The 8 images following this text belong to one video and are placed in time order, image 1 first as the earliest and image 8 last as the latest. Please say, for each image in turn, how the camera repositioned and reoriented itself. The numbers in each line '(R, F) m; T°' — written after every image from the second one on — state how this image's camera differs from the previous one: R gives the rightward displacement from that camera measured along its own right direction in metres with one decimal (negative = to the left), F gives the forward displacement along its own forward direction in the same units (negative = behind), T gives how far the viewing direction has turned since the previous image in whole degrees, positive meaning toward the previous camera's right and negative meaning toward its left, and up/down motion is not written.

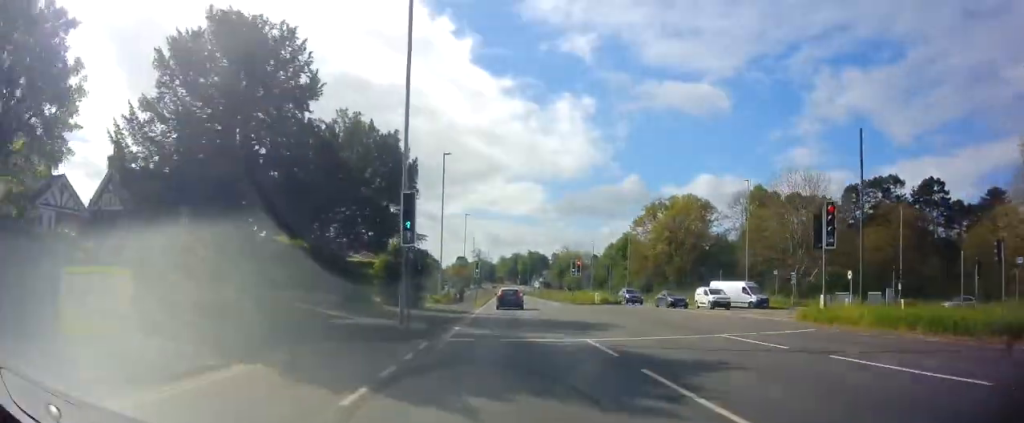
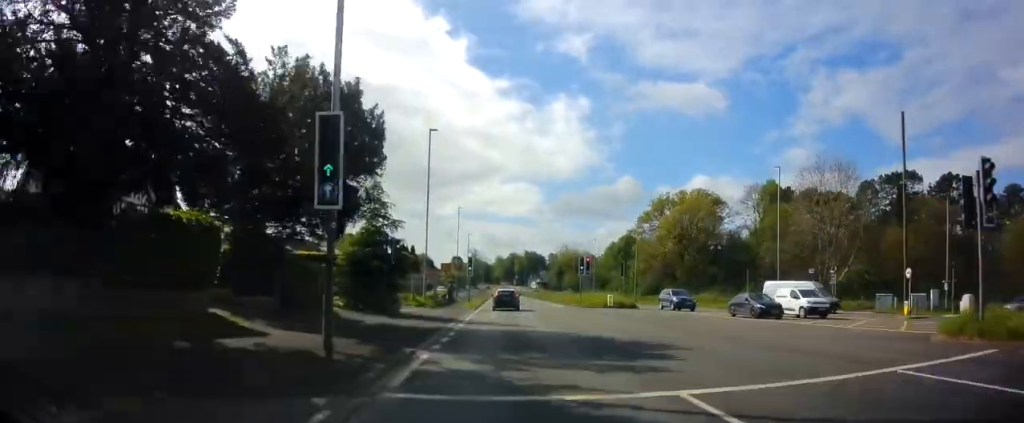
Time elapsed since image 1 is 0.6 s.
(+0.3, +7.7) m; 0°
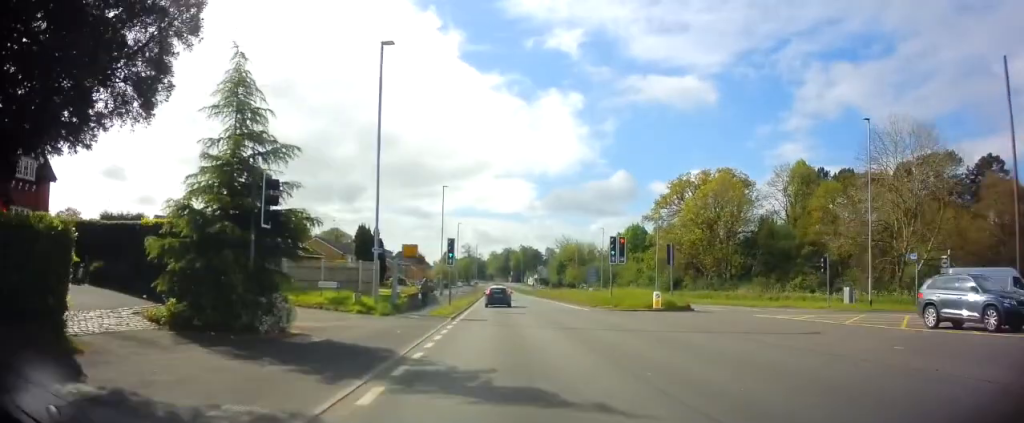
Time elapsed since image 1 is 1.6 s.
(-0.3, +14.6) m; -2°
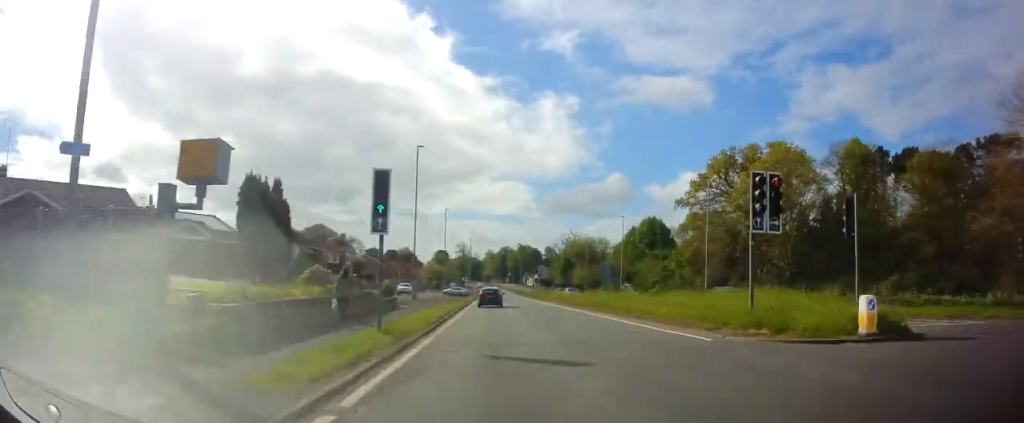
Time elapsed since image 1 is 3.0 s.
(0.0, +18.7) m; +1°
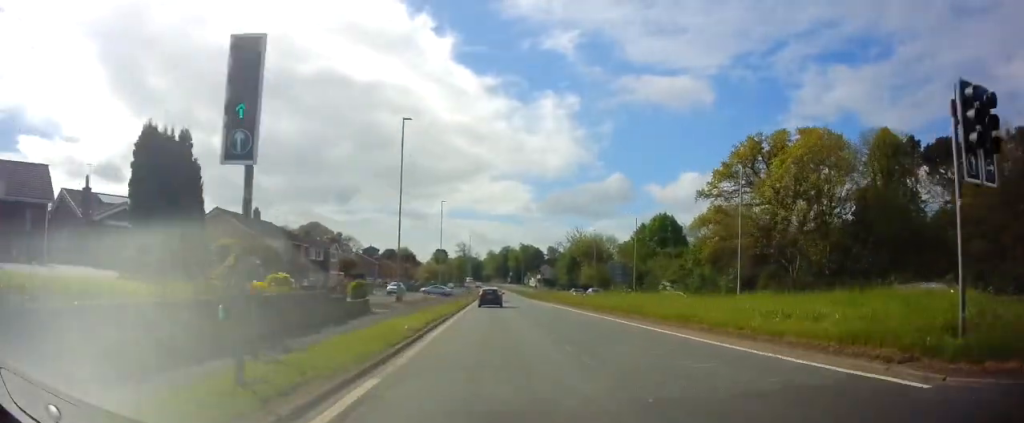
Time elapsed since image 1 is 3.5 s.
(+0.2, +7.6) m; 0°
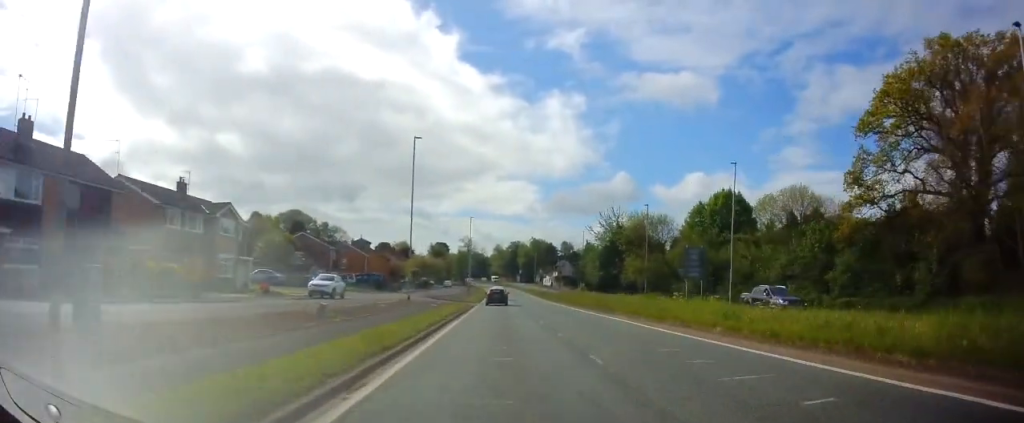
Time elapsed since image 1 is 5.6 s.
(+0.1, +31.0) m; 0°
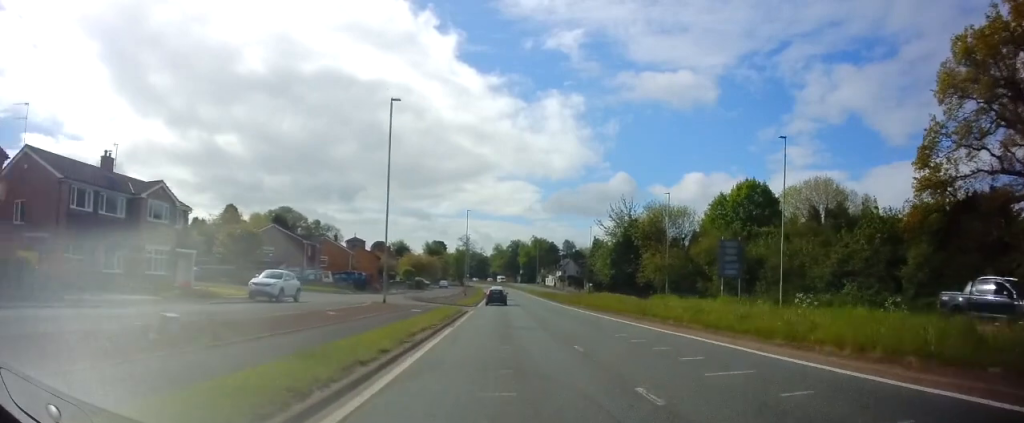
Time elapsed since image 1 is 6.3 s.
(0.0, +9.4) m; -1°
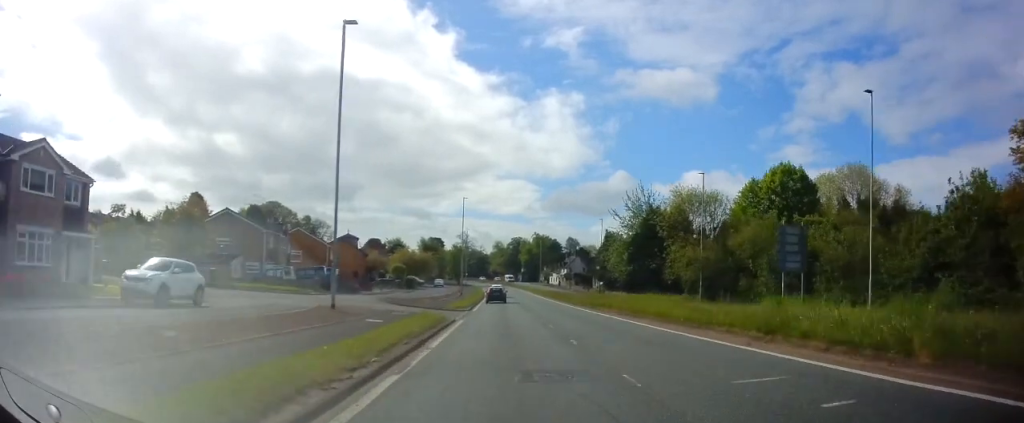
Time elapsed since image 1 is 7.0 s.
(-0.1, +10.9) m; -1°
